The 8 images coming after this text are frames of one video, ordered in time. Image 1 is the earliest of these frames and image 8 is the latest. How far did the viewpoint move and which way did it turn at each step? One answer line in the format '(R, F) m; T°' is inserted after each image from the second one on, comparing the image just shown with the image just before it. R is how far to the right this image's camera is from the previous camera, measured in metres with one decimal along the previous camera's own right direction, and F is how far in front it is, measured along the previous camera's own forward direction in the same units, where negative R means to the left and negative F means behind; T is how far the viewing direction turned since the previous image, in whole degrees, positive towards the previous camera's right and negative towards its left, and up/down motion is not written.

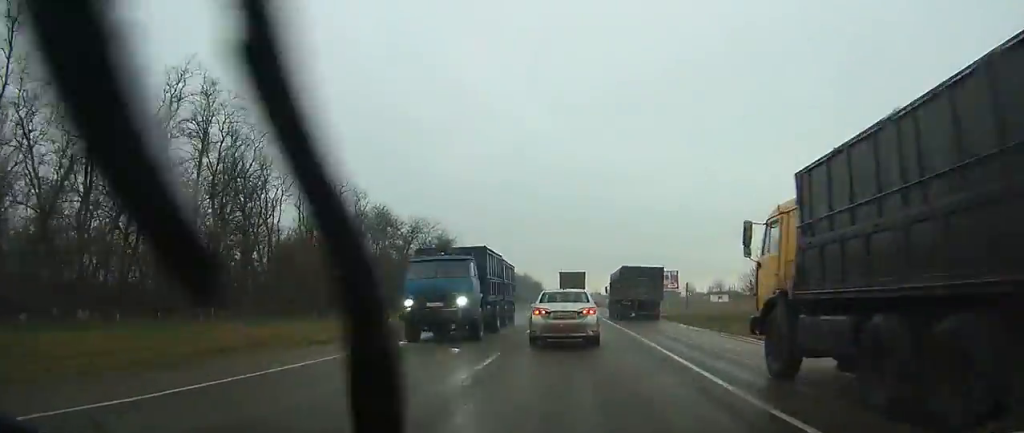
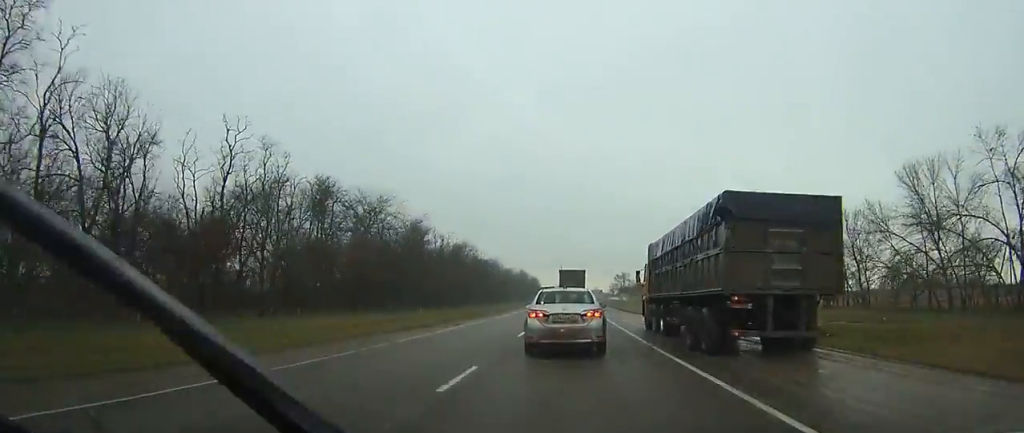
(0.0, +25.9) m; 0°
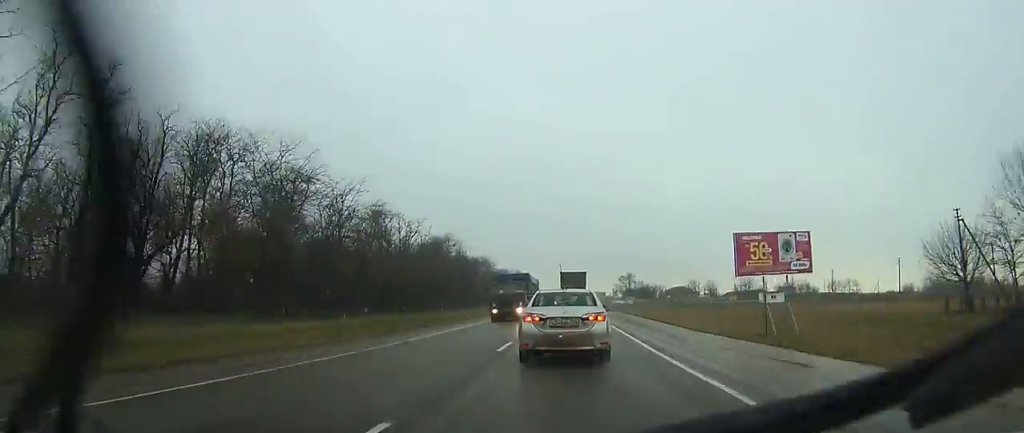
(0.0, +28.5) m; 0°
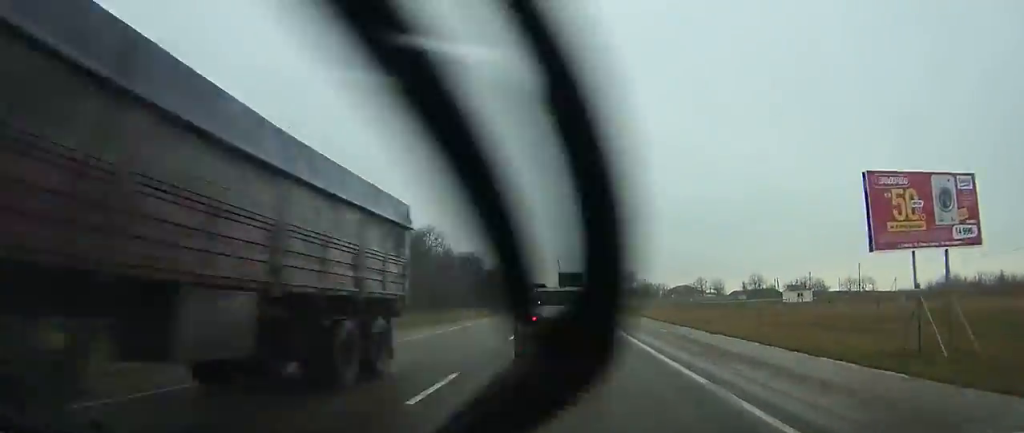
(-0.1, +19.5) m; 0°
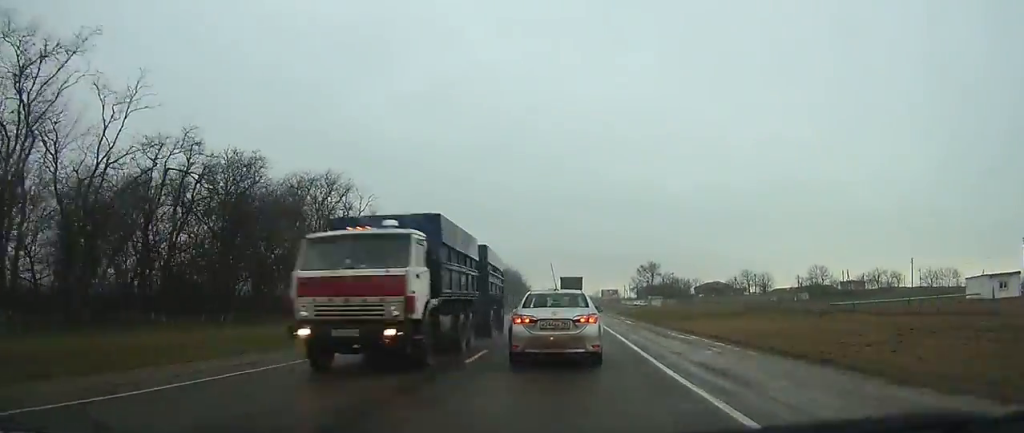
(-0.7, +66.3) m; -1°
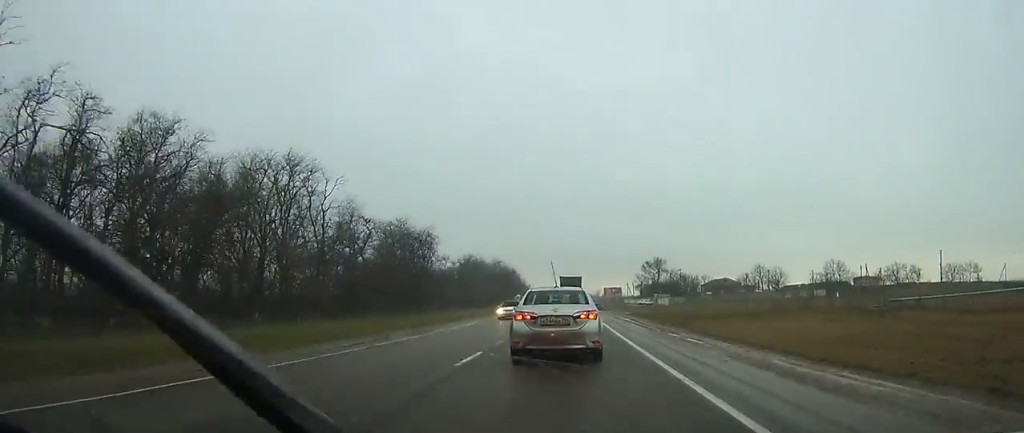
(-0.1, +12.6) m; 0°
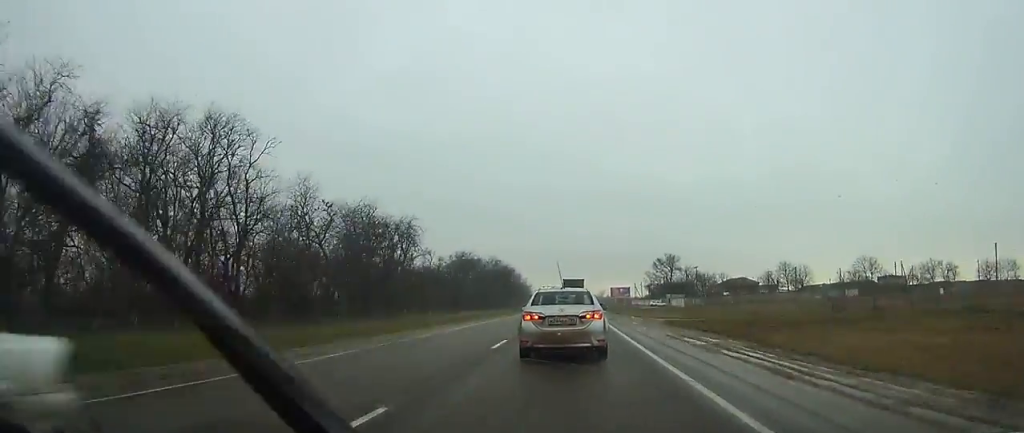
(+0.2, +19.5) m; 0°
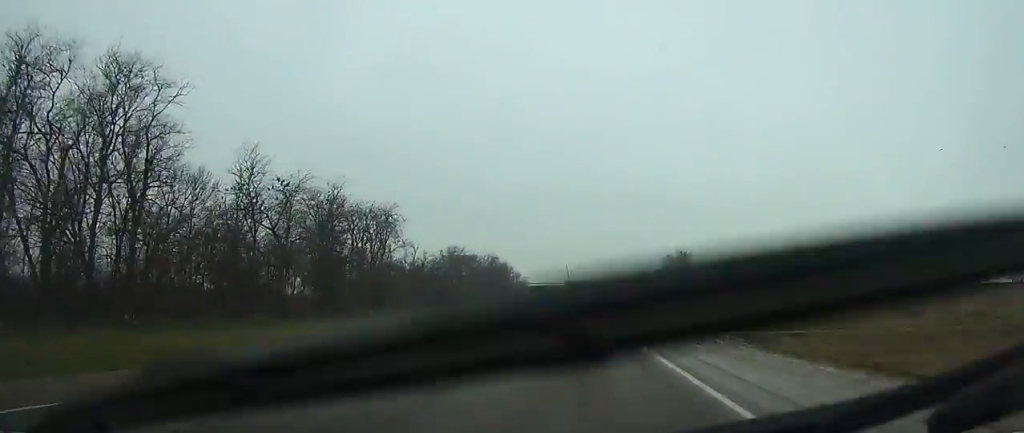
(0.0, +15.7) m; 0°
